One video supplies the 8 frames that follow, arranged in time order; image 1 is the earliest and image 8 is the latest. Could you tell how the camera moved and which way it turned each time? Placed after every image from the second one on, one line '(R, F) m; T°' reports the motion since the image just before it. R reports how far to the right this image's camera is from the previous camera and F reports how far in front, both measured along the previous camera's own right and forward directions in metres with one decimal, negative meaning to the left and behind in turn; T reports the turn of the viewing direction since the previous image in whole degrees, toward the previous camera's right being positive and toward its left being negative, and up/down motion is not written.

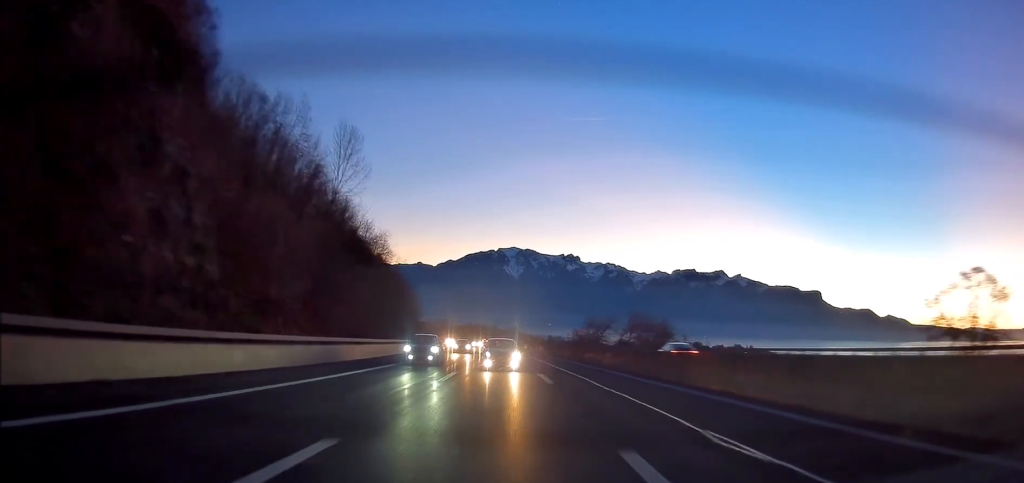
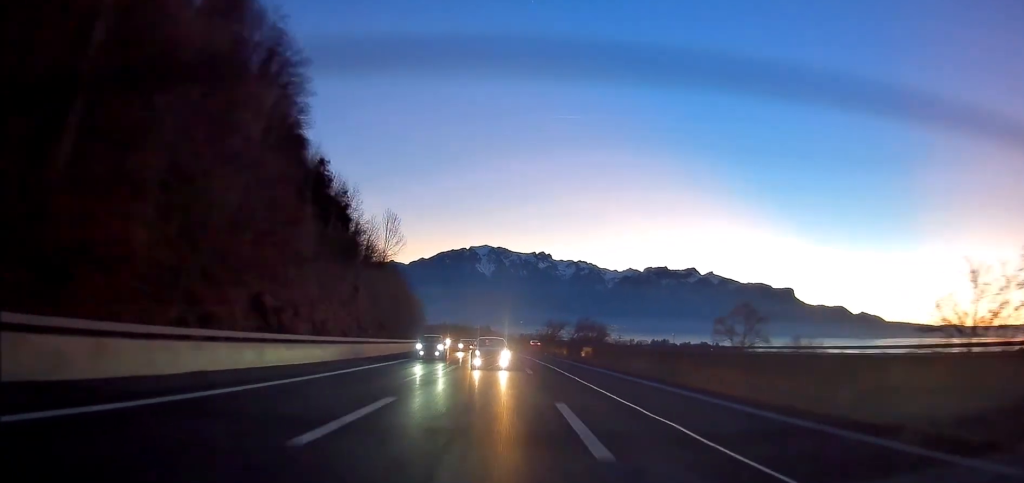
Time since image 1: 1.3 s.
(+1.0, +41.6) m; +3°
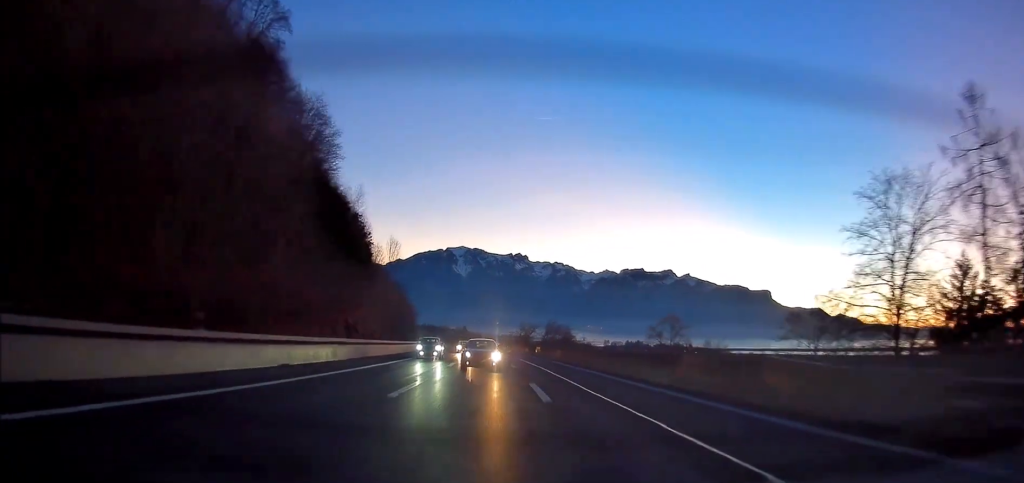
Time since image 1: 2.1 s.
(+0.4, +24.6) m; +2°
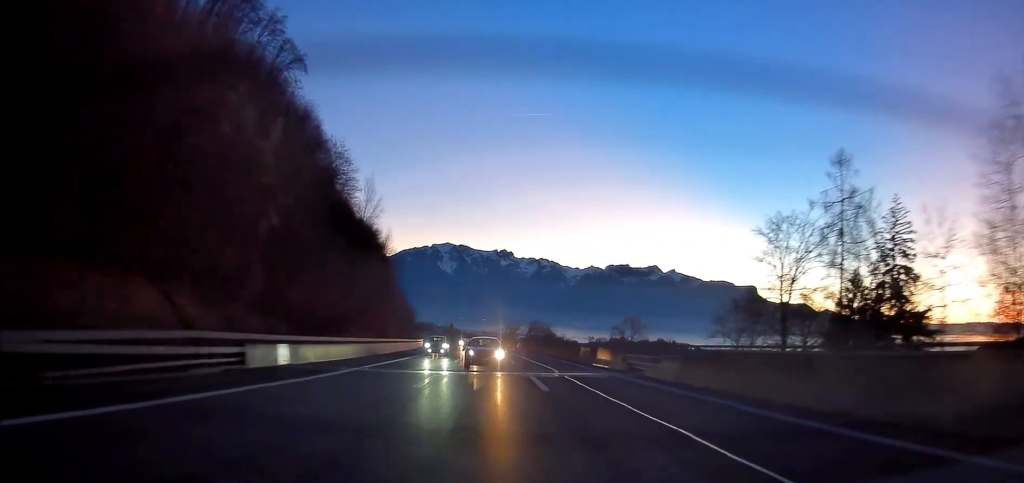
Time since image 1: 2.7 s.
(+0.1, +21.4) m; +1°
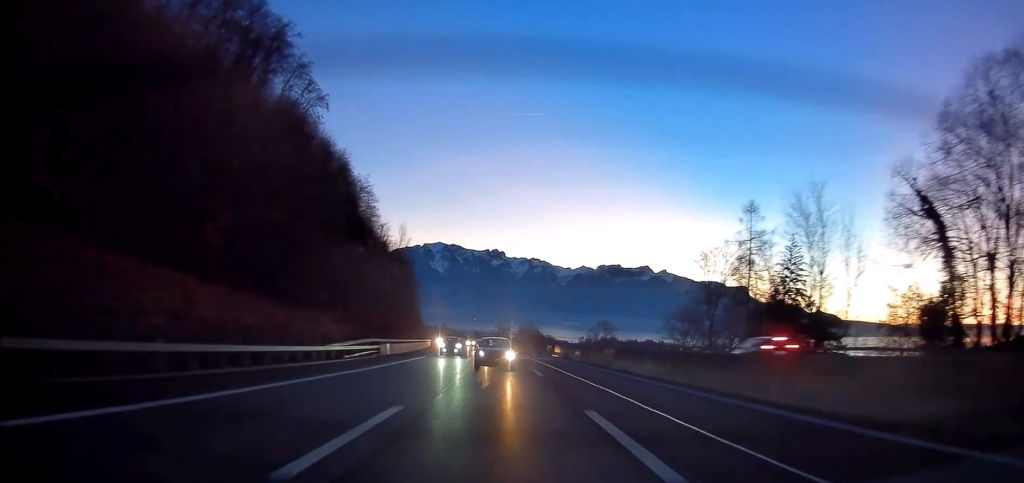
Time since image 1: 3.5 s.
(+0.5, +24.6) m; +1°
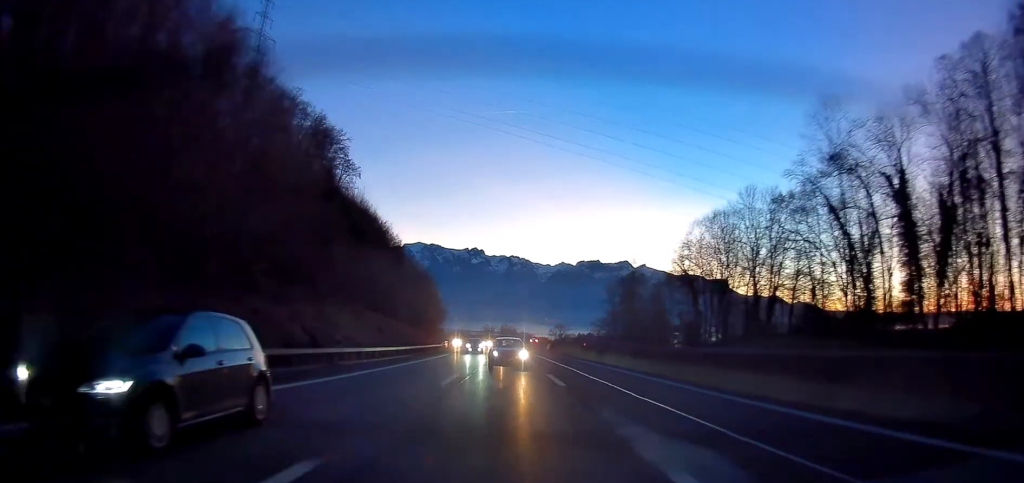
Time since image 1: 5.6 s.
(+1.4, +66.3) m; +2°
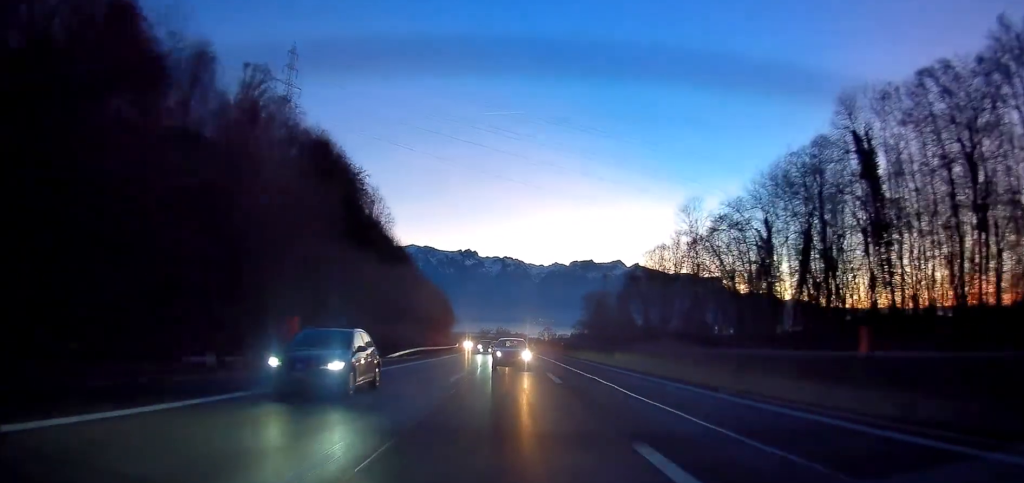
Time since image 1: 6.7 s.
(+0.3, +37.3) m; +1°
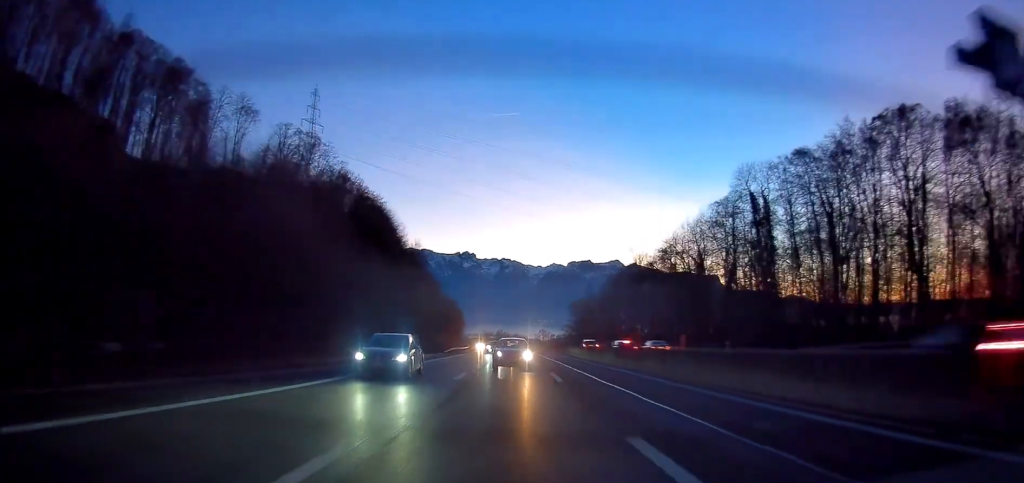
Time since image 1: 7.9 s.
(+0.1, +36.3) m; 0°
